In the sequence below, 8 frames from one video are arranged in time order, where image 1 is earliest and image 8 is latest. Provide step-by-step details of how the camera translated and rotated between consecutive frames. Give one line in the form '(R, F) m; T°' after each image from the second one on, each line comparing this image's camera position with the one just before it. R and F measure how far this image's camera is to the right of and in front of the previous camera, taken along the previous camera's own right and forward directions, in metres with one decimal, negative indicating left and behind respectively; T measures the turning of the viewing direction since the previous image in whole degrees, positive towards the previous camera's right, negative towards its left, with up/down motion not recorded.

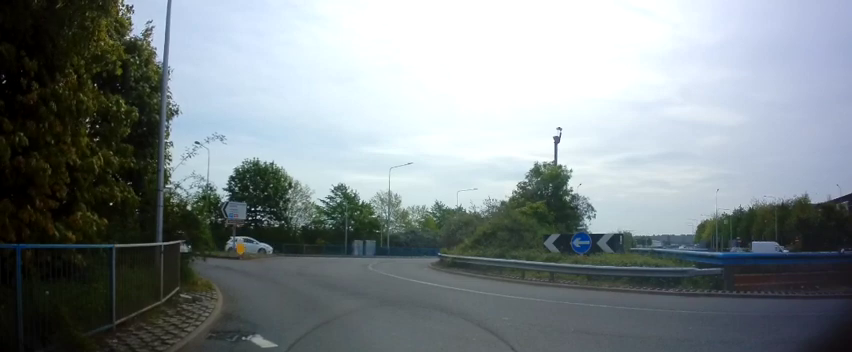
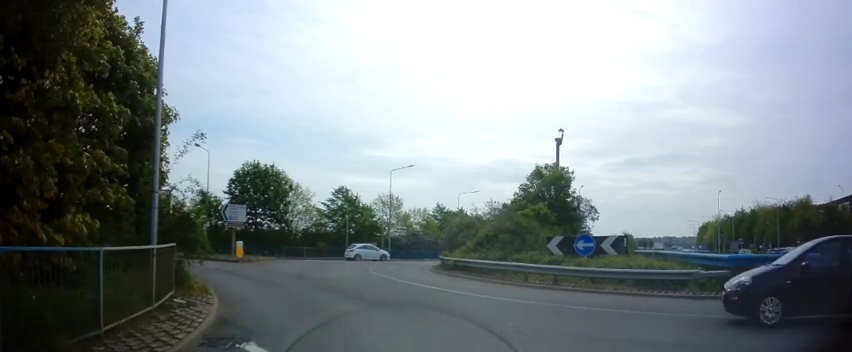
(+0.1, +0.3) m; 0°
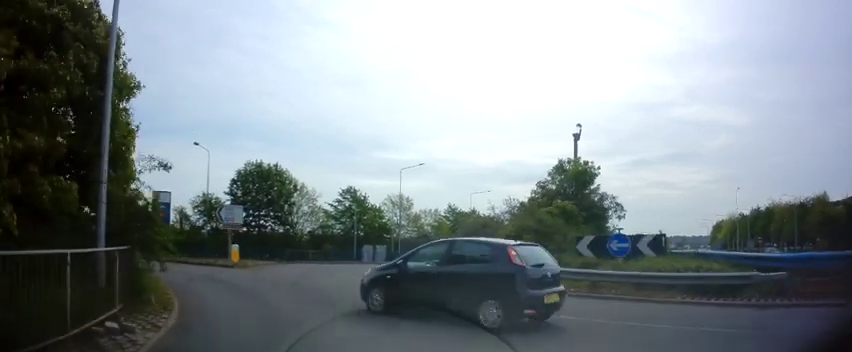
(+0.3, +1.7) m; -9°
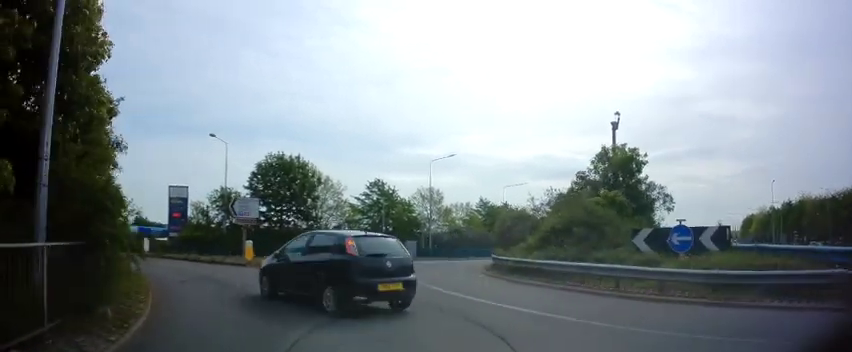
(-0.4, +2.2) m; -2°
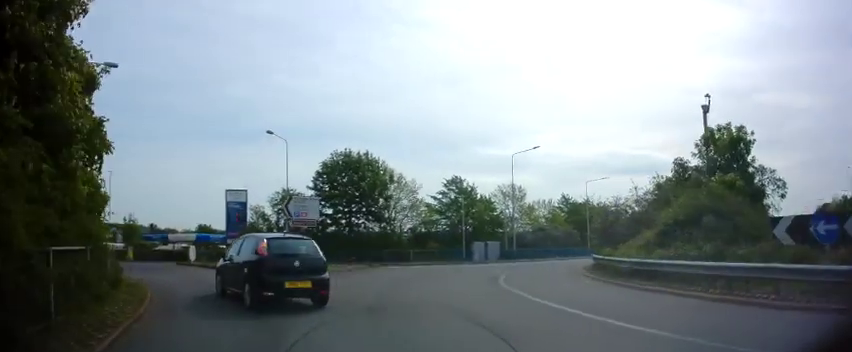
(+0.1, +3.4) m; -5°
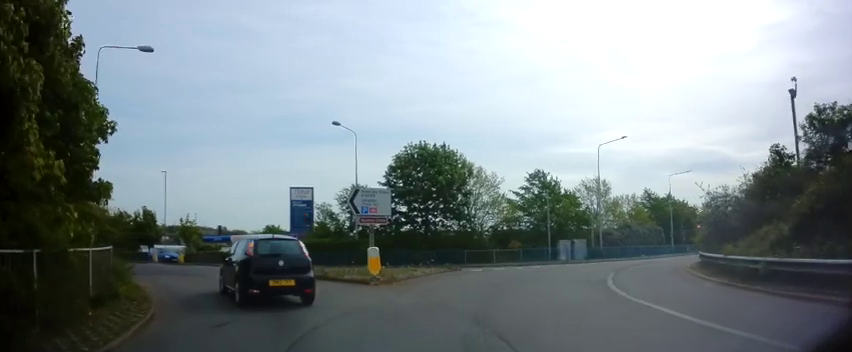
(+0.1, +2.8) m; -7°
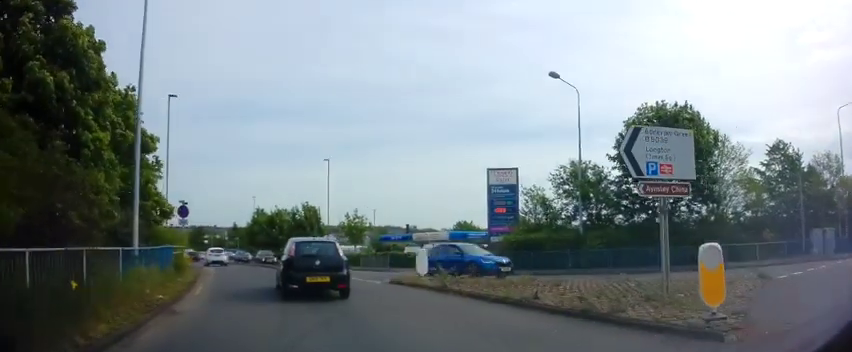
(-2.7, +8.6) m; -28°
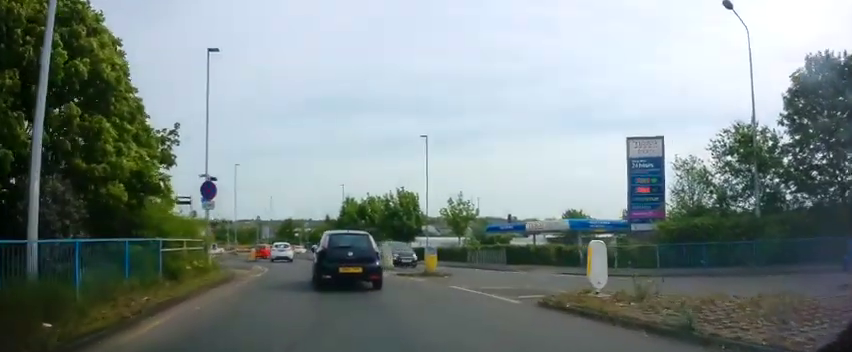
(-0.6, +7.1) m; -10°
